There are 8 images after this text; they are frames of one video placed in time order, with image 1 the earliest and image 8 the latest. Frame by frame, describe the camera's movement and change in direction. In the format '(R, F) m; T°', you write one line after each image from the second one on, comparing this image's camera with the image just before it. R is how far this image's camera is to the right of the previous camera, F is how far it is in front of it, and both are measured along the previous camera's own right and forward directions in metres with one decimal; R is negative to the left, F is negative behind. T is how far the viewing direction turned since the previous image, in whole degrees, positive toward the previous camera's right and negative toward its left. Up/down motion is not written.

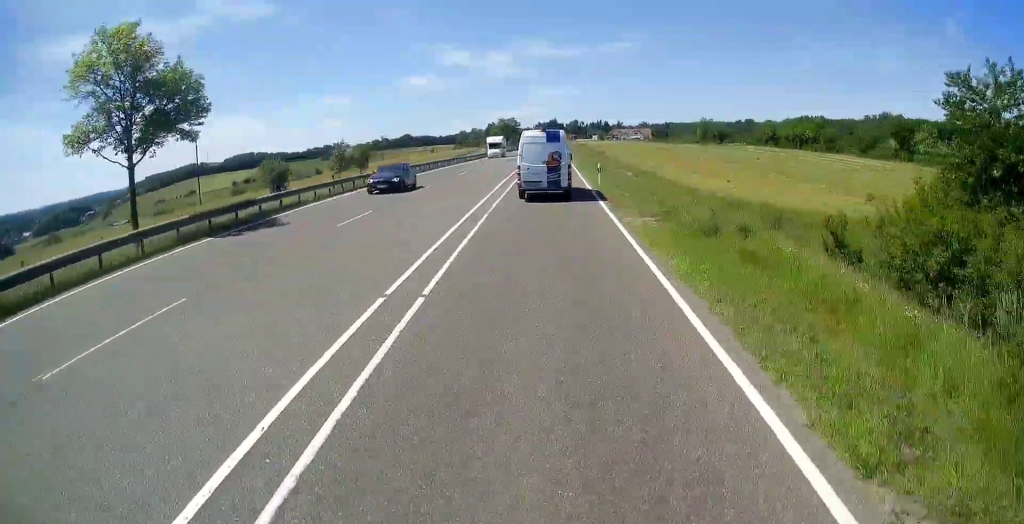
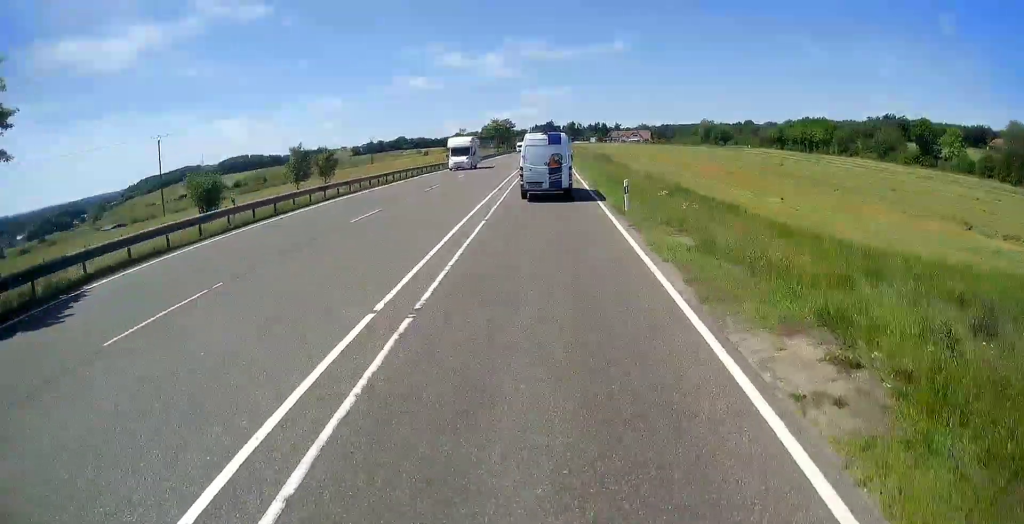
(+0.3, +10.8) m; +2°
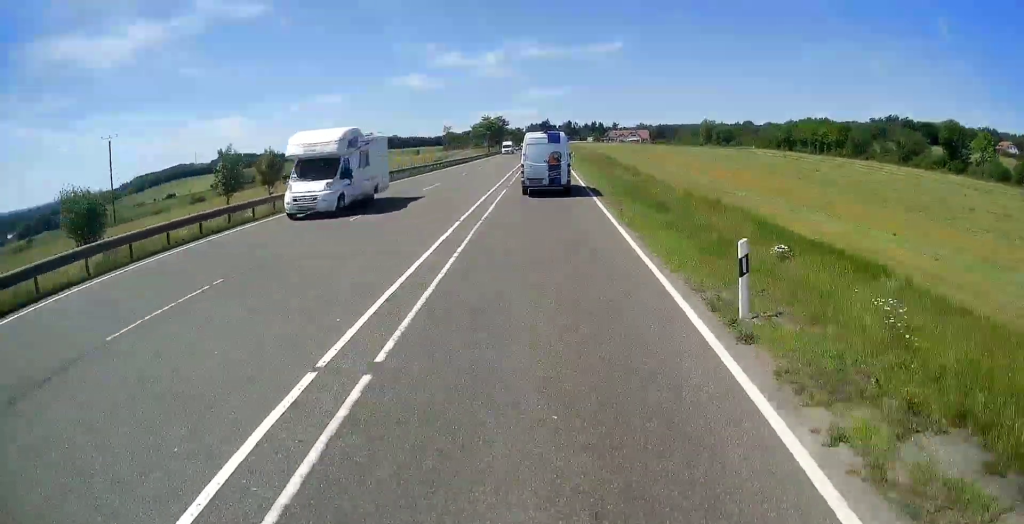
(+0.1, +11.9) m; 0°
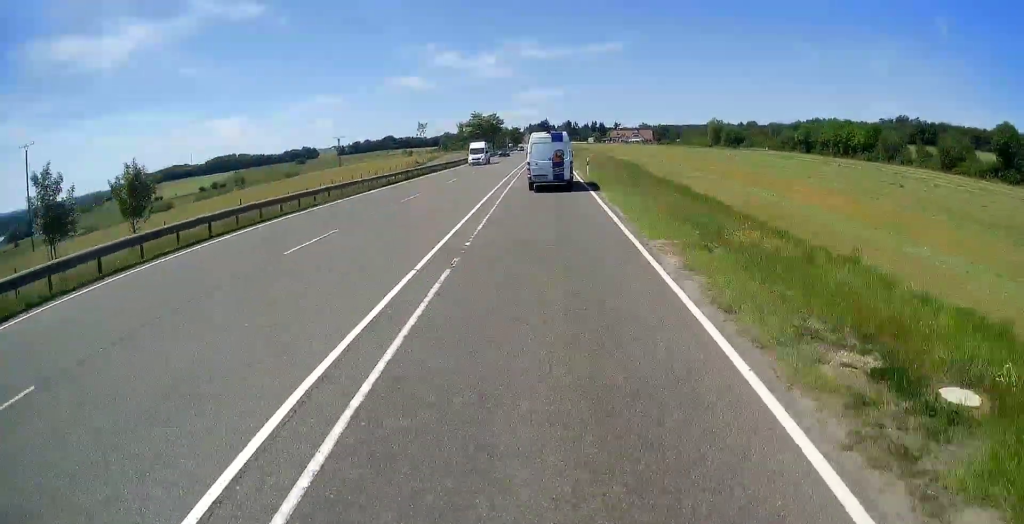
(-0.1, +17.3) m; 0°
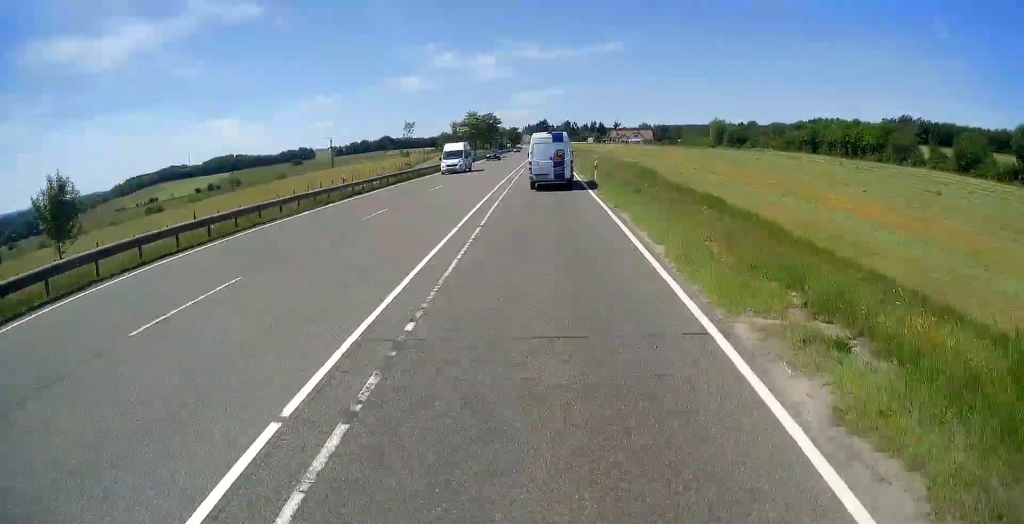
(0.0, +5.9) m; 0°
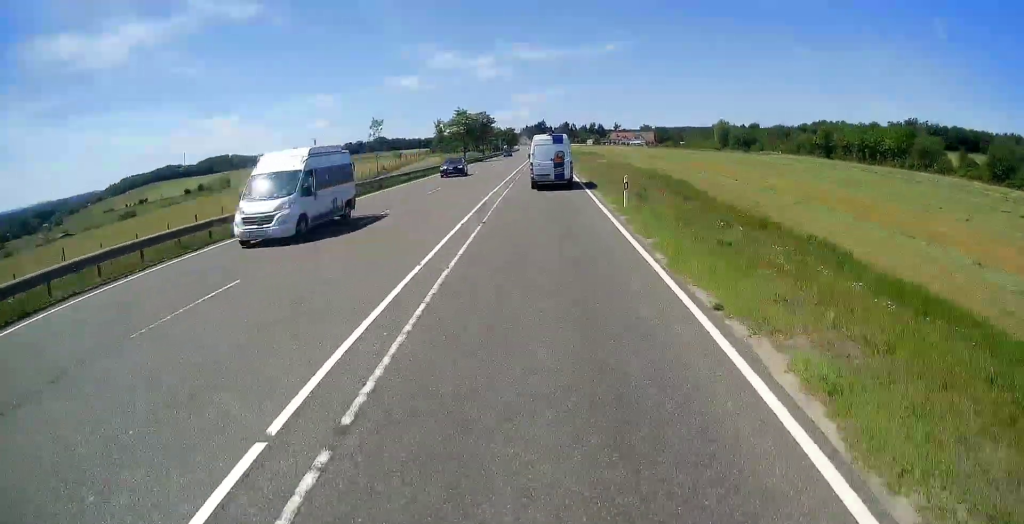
(+0.1, +11.5) m; -1°
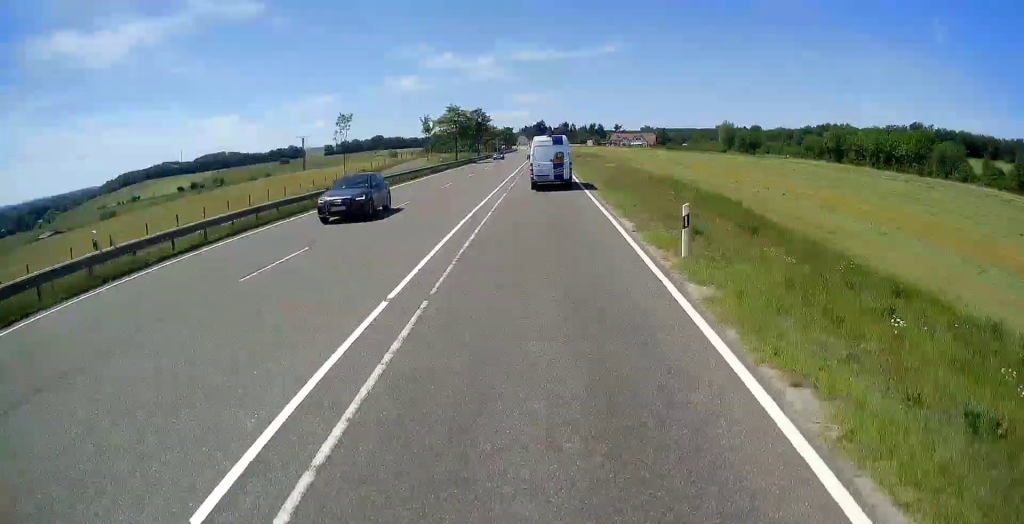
(-0.1, +8.2) m; -1°
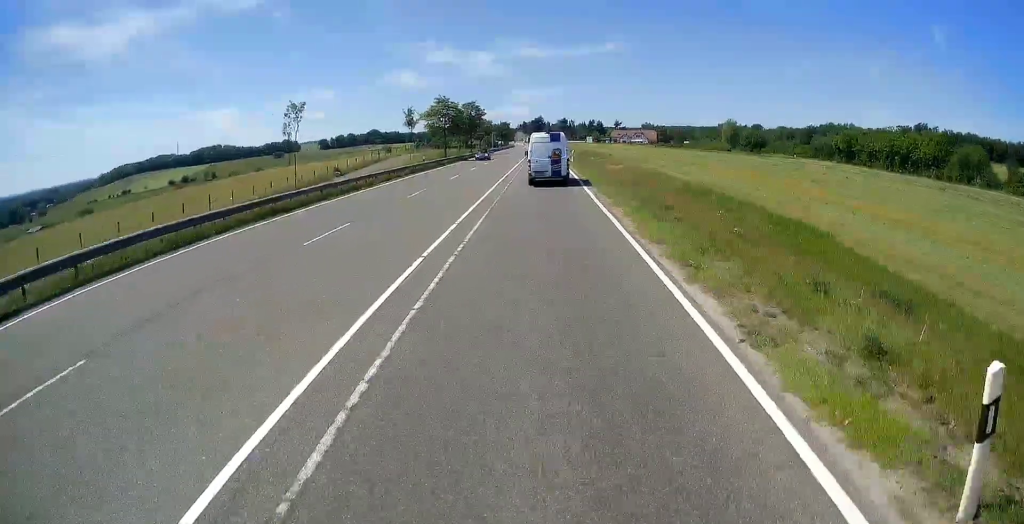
(-0.1, +8.3) m; -1°
